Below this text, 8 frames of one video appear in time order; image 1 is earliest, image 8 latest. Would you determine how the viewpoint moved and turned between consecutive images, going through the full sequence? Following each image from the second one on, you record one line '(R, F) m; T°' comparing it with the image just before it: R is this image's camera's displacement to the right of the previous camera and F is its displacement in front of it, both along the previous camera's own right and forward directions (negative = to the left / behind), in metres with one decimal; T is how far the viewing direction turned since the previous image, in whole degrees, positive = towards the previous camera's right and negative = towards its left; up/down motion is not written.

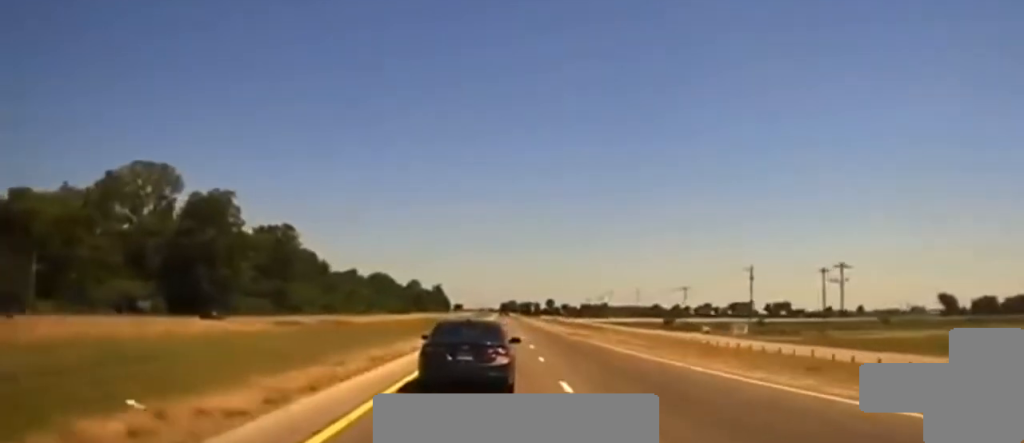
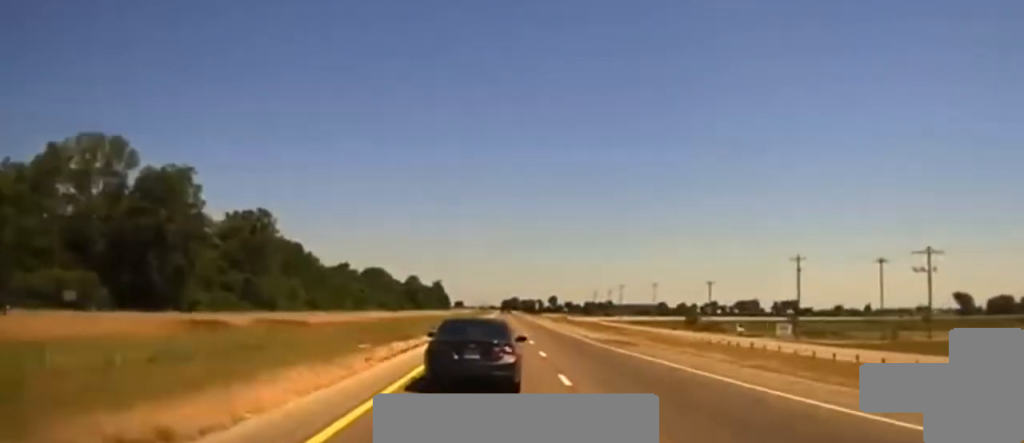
(0.0, +24.3) m; 0°
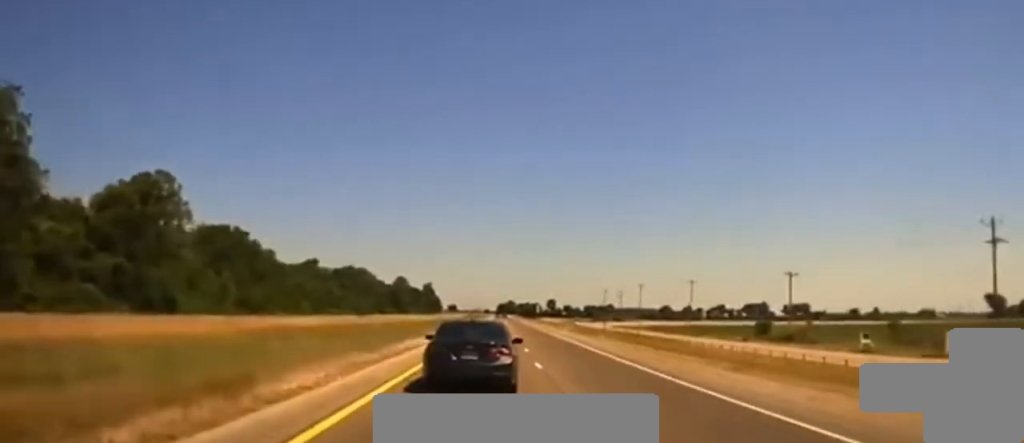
(+0.3, +53.7) m; 0°
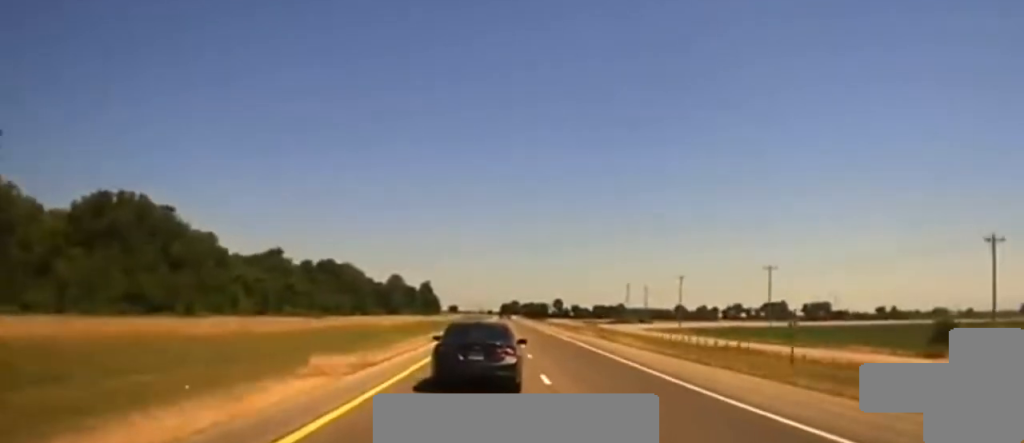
(-0.2, +54.9) m; 0°
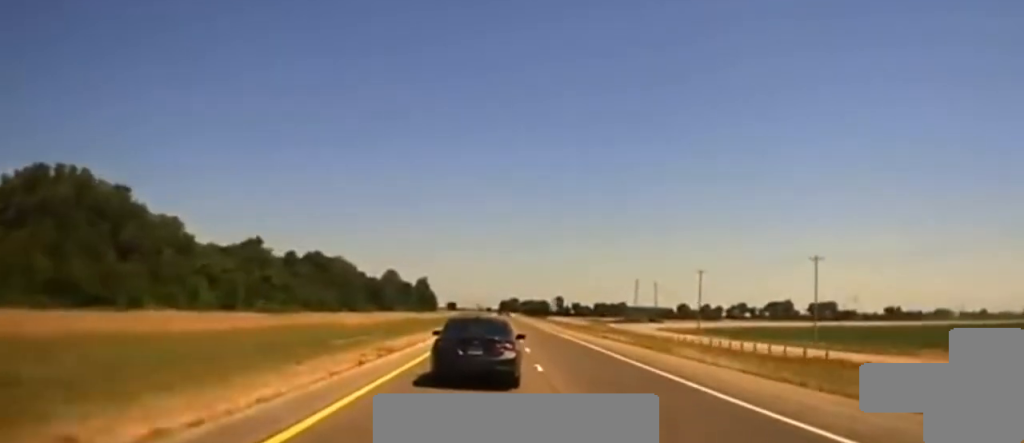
(0.0, +22.0) m; 0°
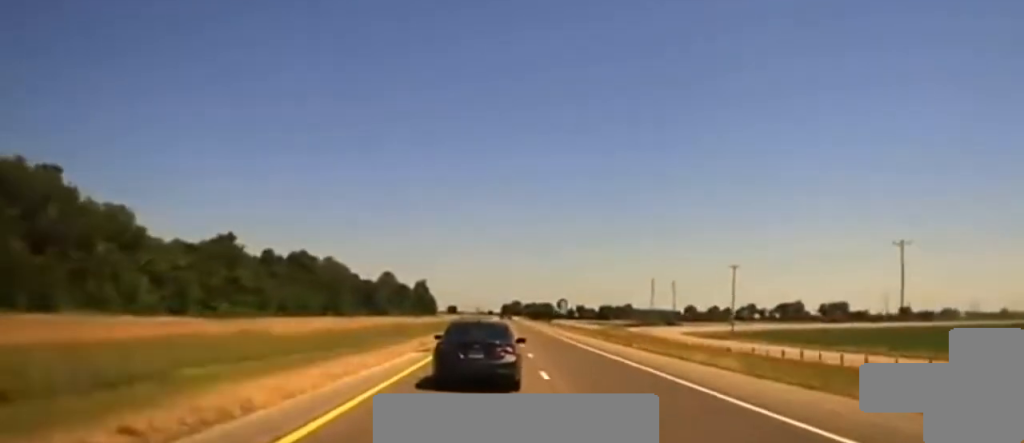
(0.0, +25.6) m; 0°
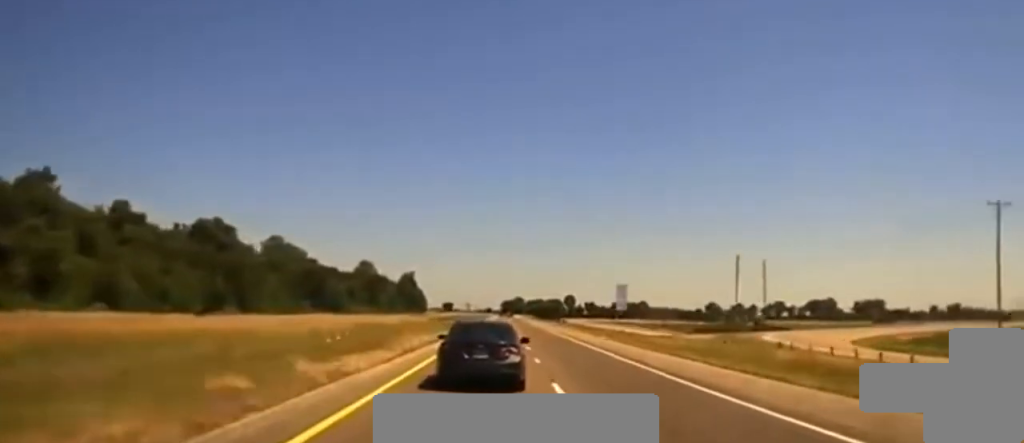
(0.0, +88.9) m; 0°
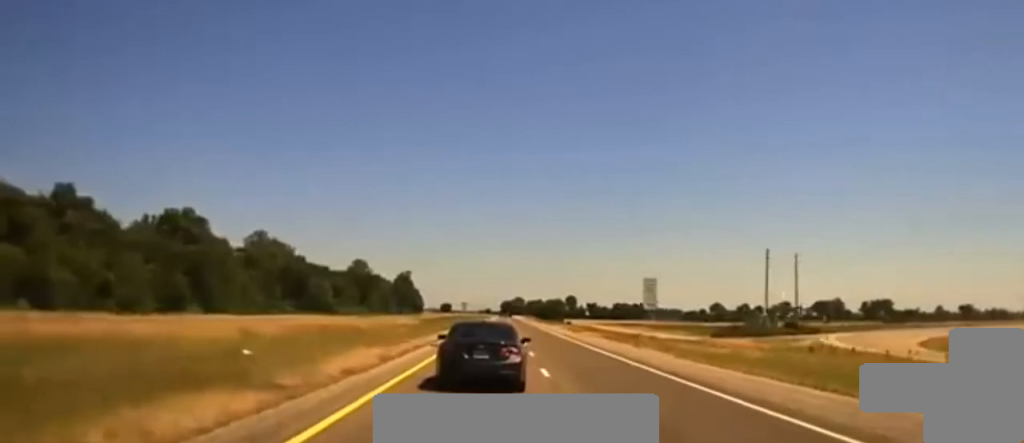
(0.0, +18.6) m; 0°
